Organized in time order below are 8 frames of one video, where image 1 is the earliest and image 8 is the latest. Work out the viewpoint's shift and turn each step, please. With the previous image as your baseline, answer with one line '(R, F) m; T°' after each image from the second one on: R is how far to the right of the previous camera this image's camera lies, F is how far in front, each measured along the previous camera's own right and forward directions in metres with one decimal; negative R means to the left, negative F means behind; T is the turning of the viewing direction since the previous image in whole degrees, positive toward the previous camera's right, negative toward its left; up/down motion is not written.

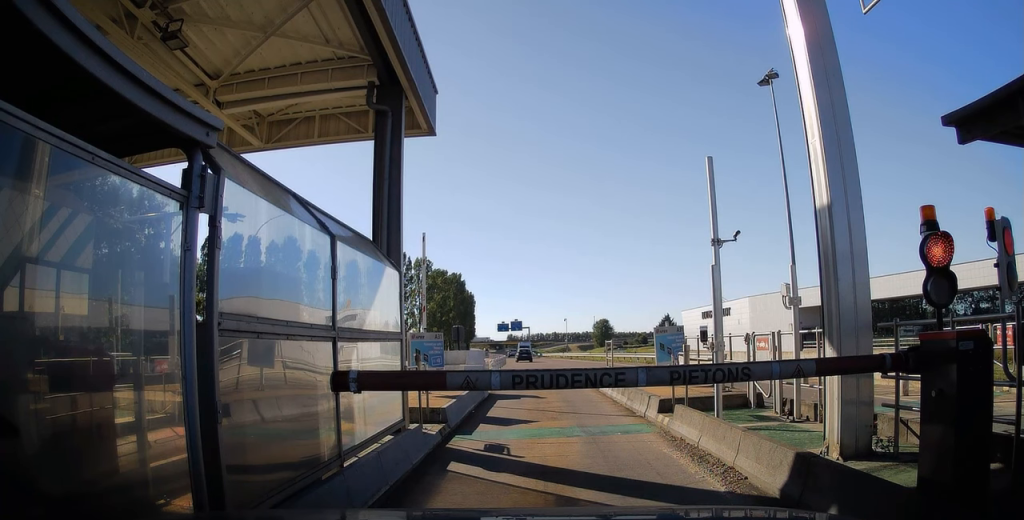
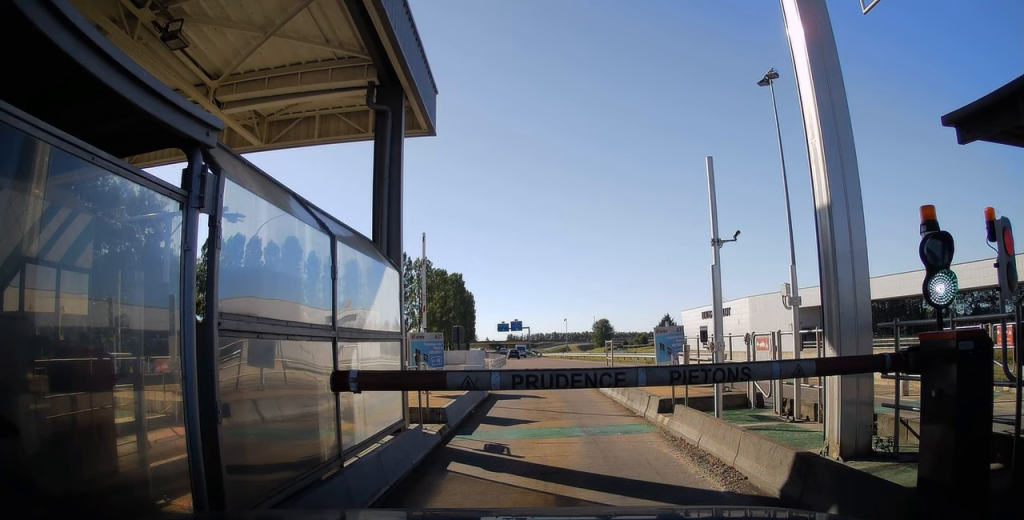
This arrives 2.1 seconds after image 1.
(-0.1, +0.2) m; 0°
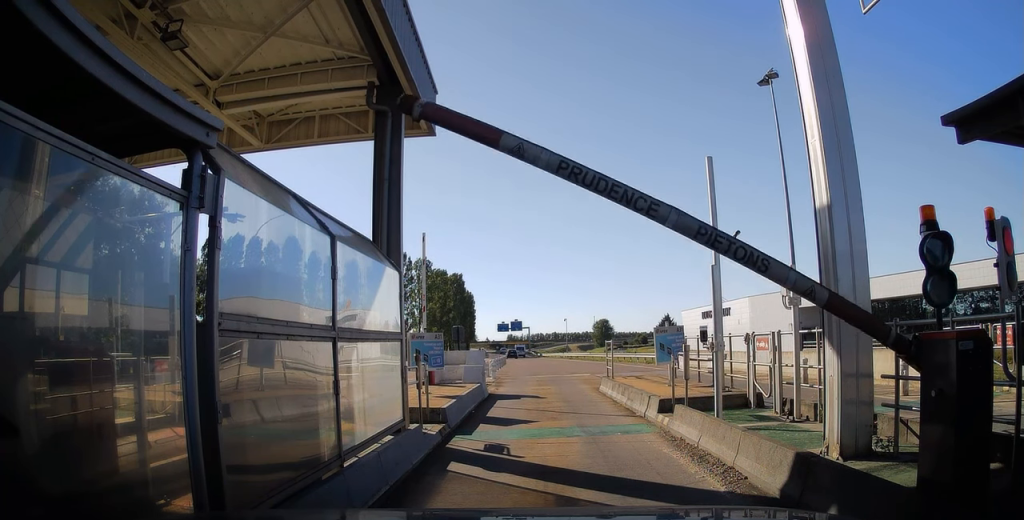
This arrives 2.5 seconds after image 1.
(0.0, 0.0) m; 0°
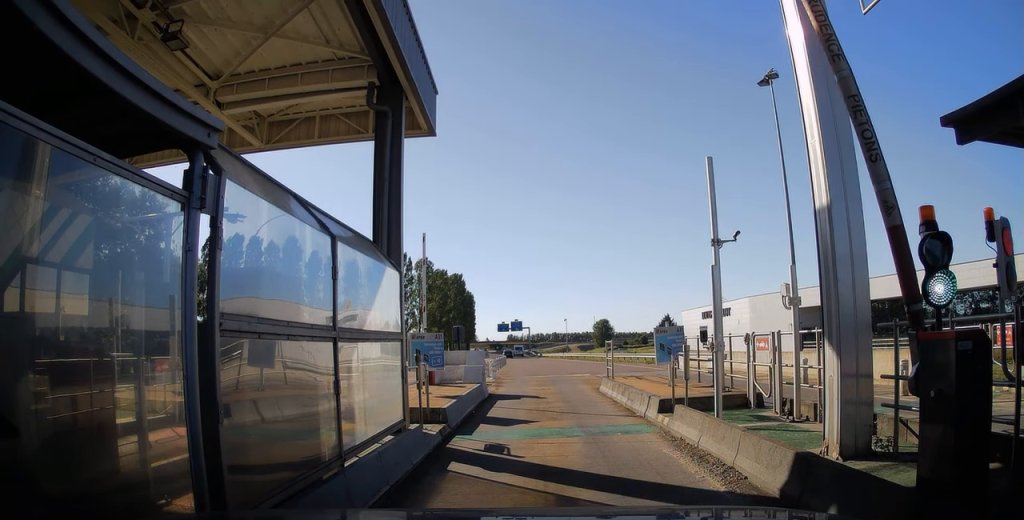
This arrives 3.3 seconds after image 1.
(0.0, 0.0) m; 0°
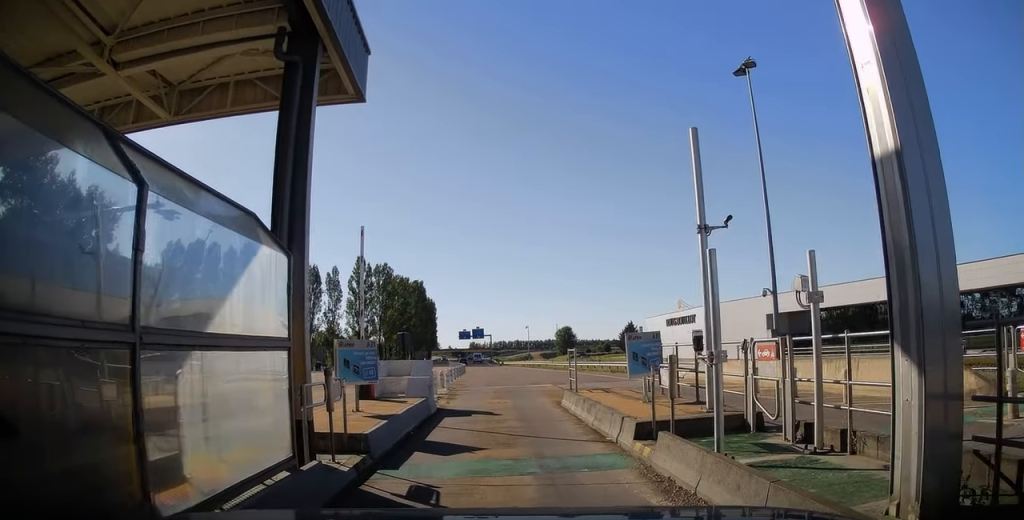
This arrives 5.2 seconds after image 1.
(0.0, +1.0) m; +4°
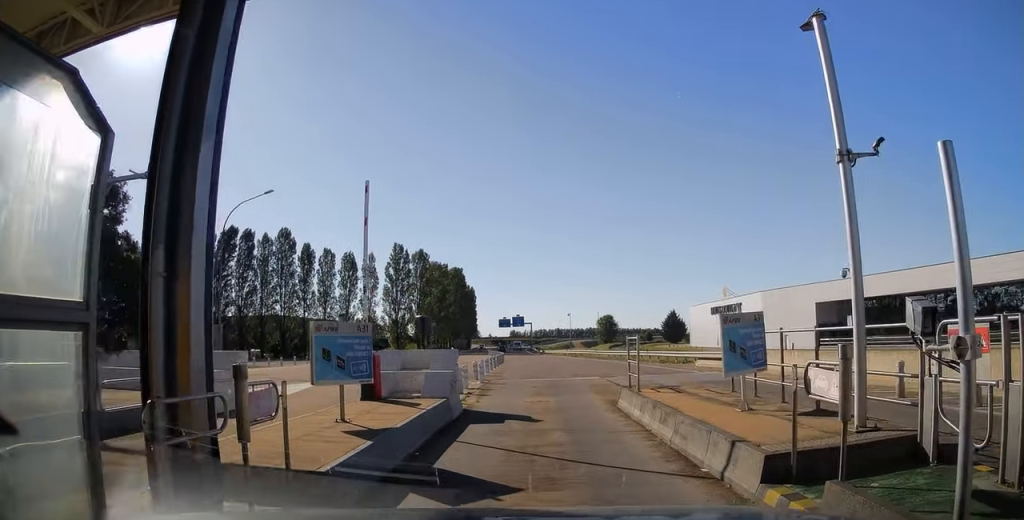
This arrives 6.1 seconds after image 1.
(+0.1, +2.4) m; +3°
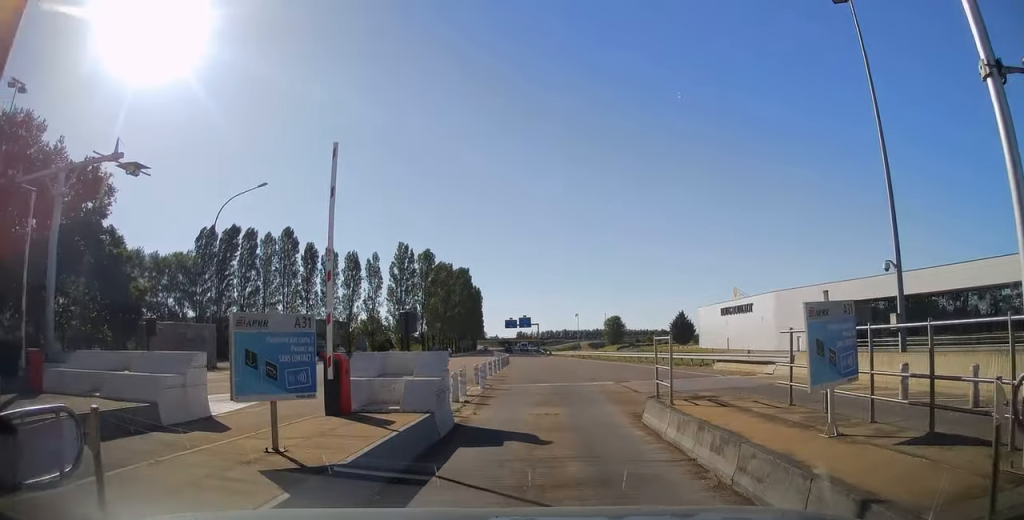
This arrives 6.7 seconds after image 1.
(+0.1, +1.8) m; 0°
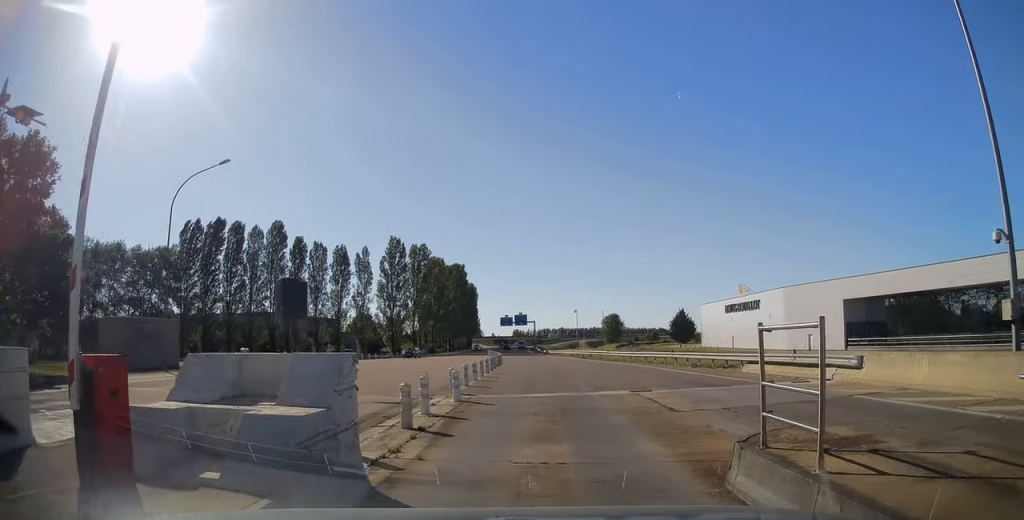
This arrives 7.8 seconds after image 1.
(-0.2, +4.9) m; -2°
